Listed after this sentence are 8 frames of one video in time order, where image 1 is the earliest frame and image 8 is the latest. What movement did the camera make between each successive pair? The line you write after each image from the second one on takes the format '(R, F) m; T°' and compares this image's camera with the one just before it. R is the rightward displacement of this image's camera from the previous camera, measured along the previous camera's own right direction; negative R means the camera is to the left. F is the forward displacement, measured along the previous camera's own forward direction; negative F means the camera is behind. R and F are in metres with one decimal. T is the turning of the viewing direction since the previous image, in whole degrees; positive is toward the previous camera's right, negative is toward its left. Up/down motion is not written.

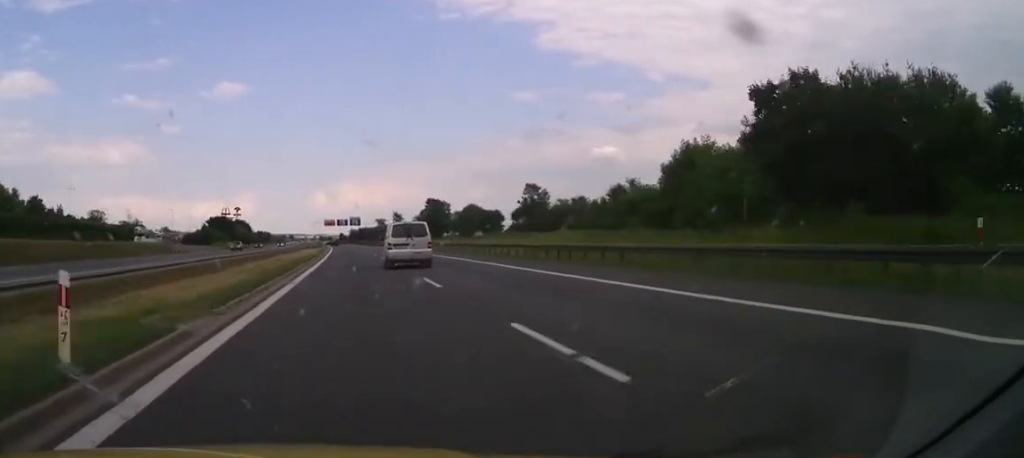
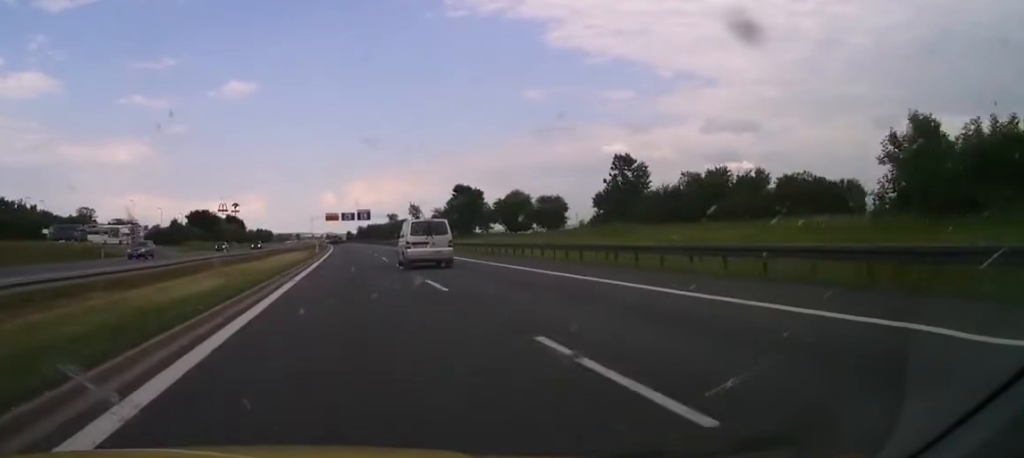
(-0.1, +36.9) m; -1°
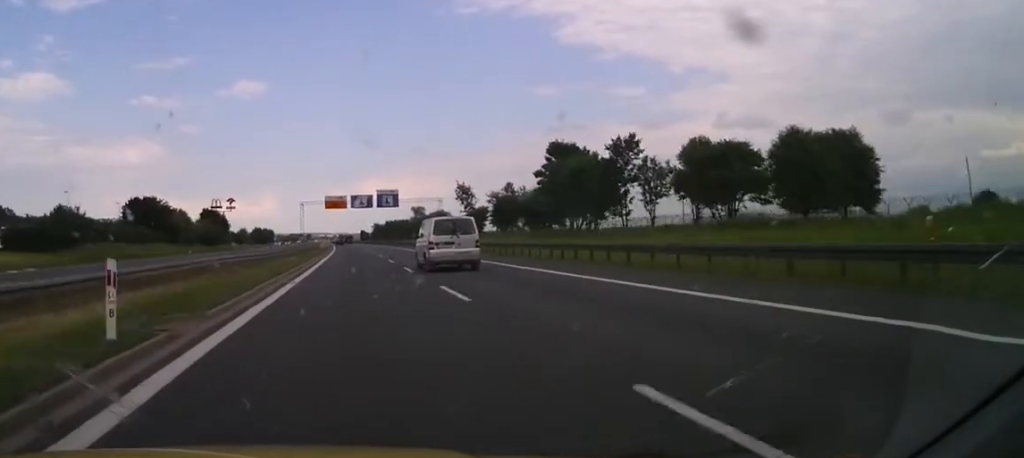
(-0.8, +62.0) m; -1°
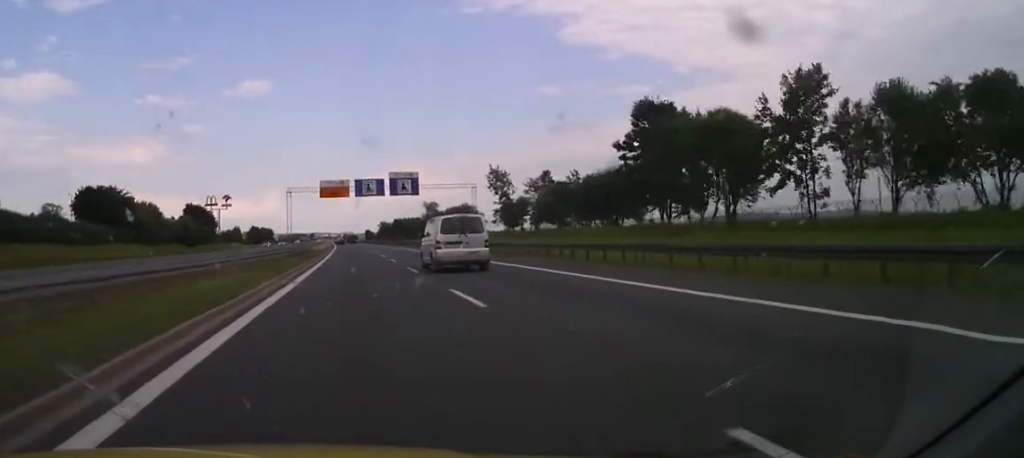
(+0.1, +25.0) m; 0°
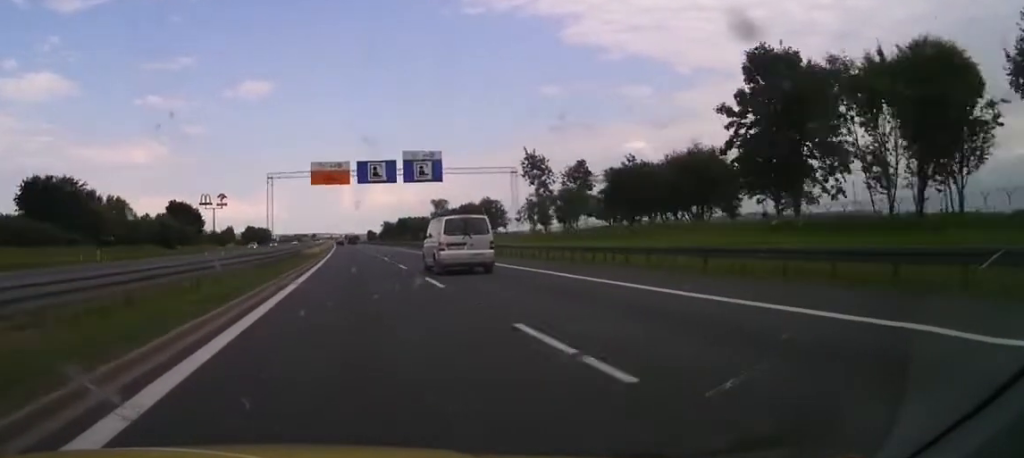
(0.0, +18.1) m; 0°
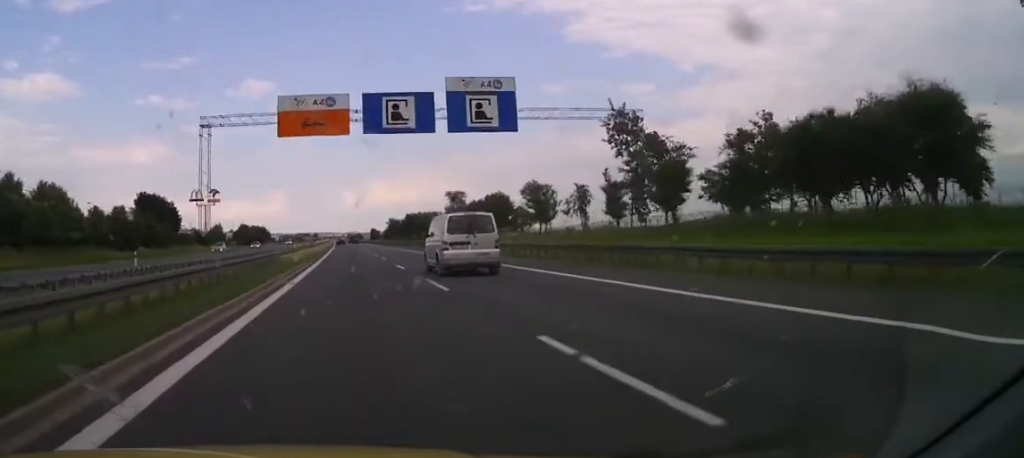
(-0.3, +25.0) m; 0°
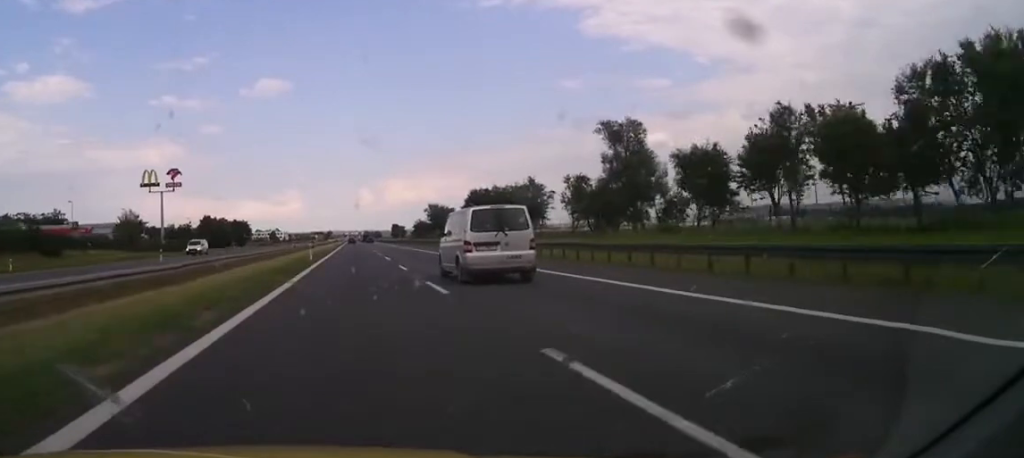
(-0.8, +96.3) m; -1°
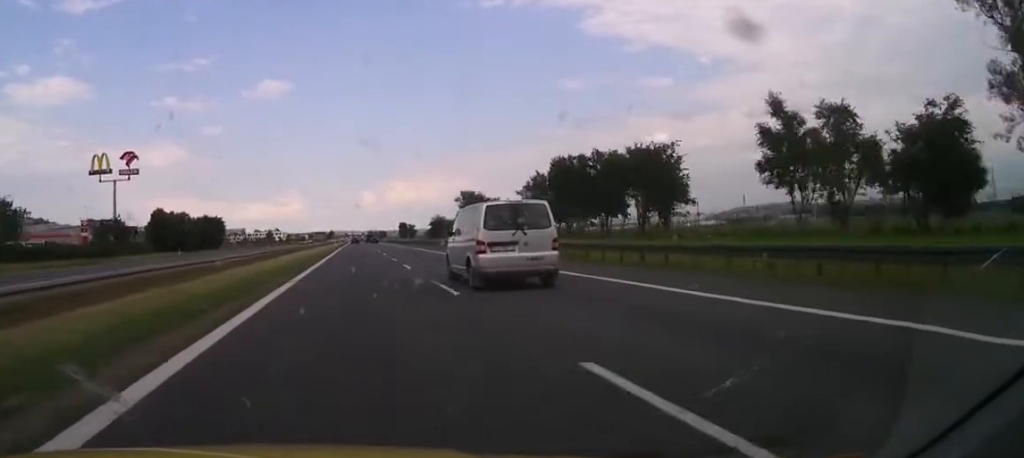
(-0.1, +48.9) m; -1°
